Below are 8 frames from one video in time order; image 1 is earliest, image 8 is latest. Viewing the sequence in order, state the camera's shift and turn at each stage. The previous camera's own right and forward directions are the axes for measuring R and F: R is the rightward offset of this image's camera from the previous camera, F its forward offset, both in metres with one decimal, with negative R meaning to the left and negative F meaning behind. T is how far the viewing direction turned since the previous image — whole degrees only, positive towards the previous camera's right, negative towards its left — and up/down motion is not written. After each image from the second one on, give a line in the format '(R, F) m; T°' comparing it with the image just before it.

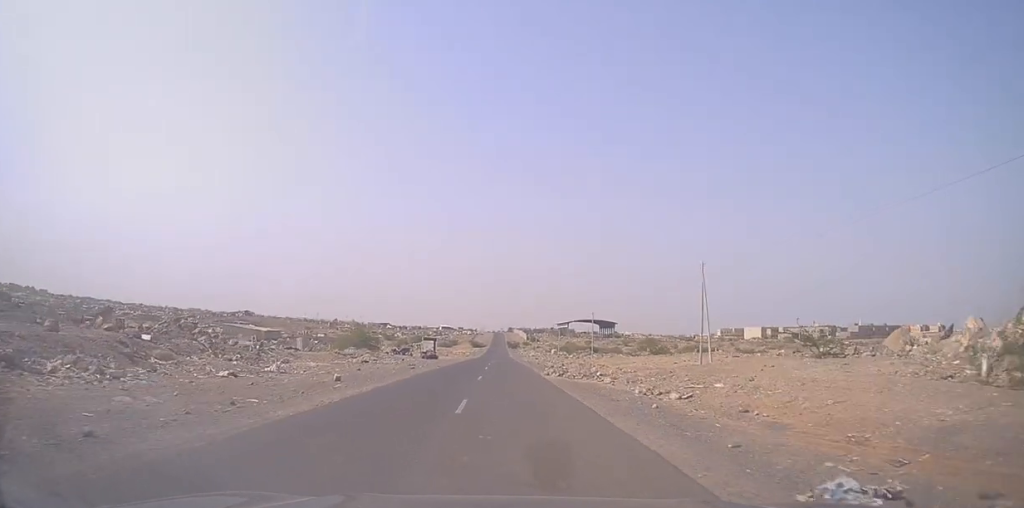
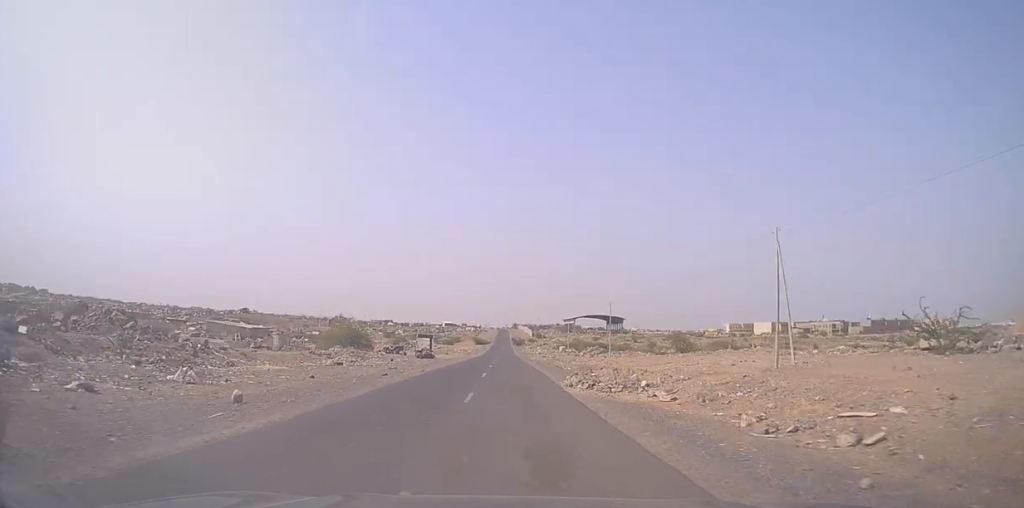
(-0.1, +9.8) m; 0°
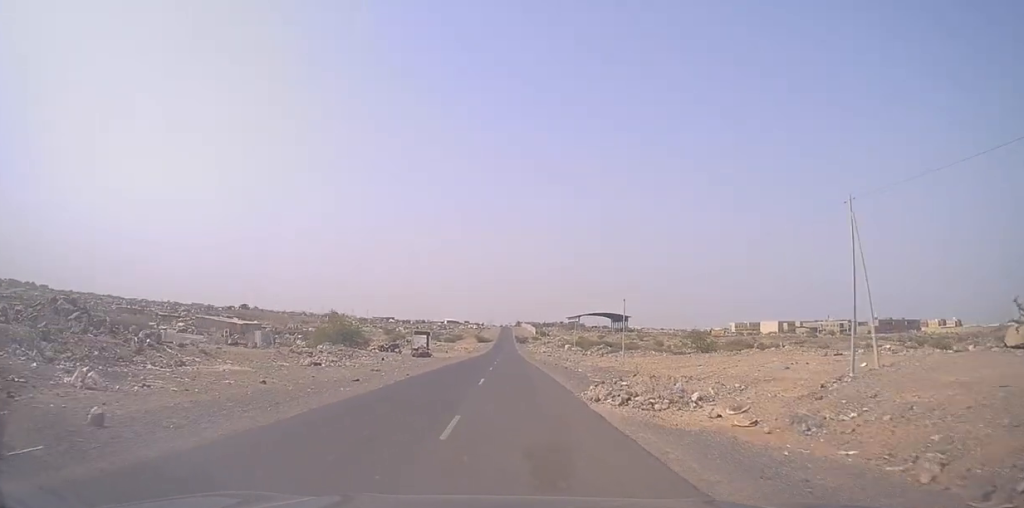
(+0.1, +6.0) m; -1°
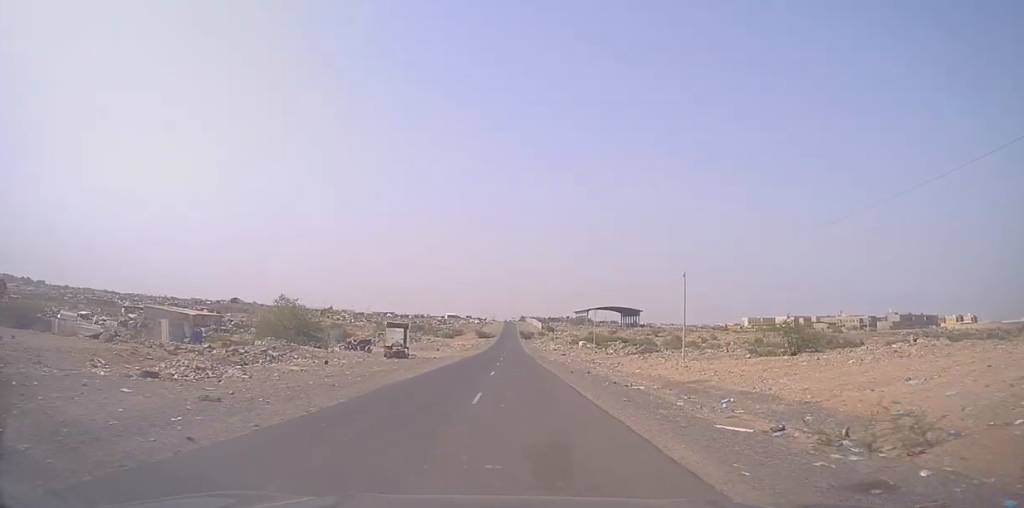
(-0.5, +19.4) m; -3°
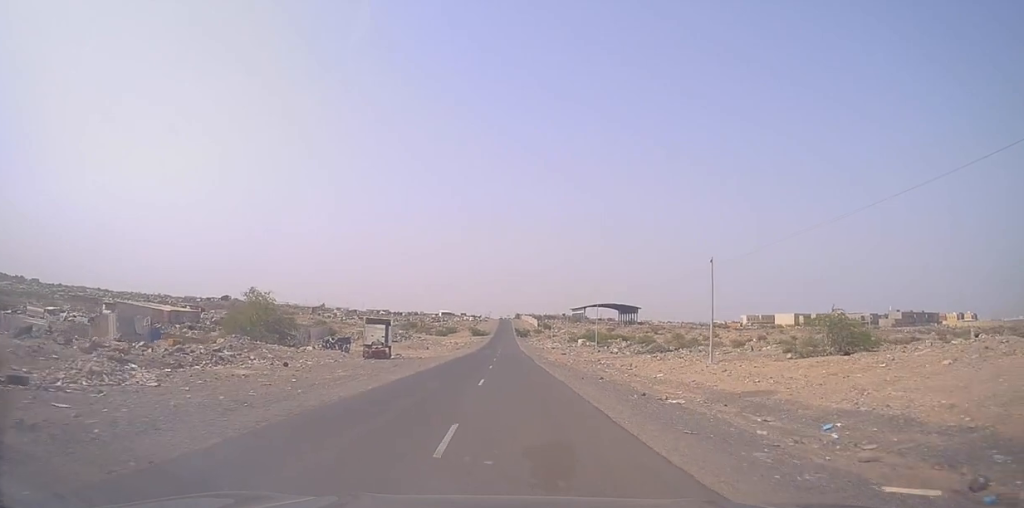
(0.0, +6.5) m; +1°
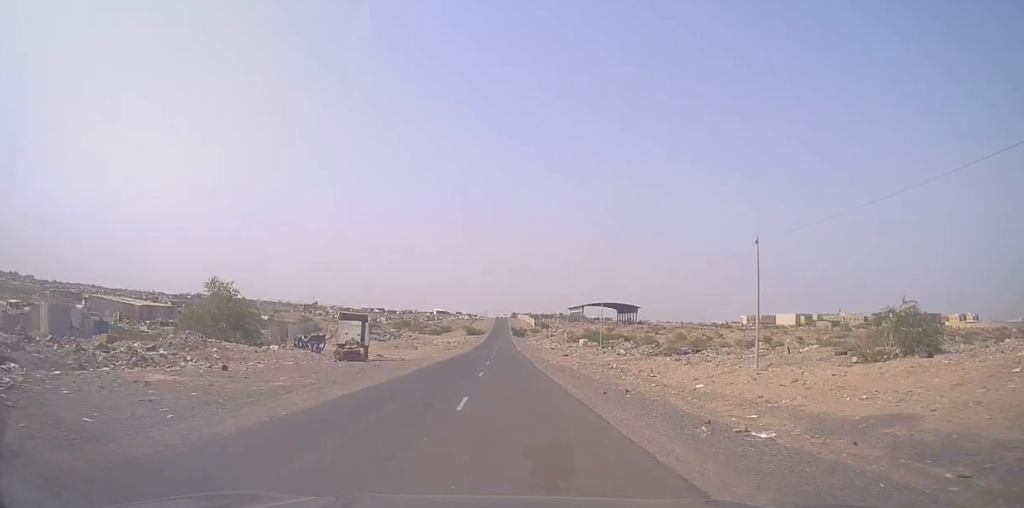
(-0.1, +6.9) m; +1°
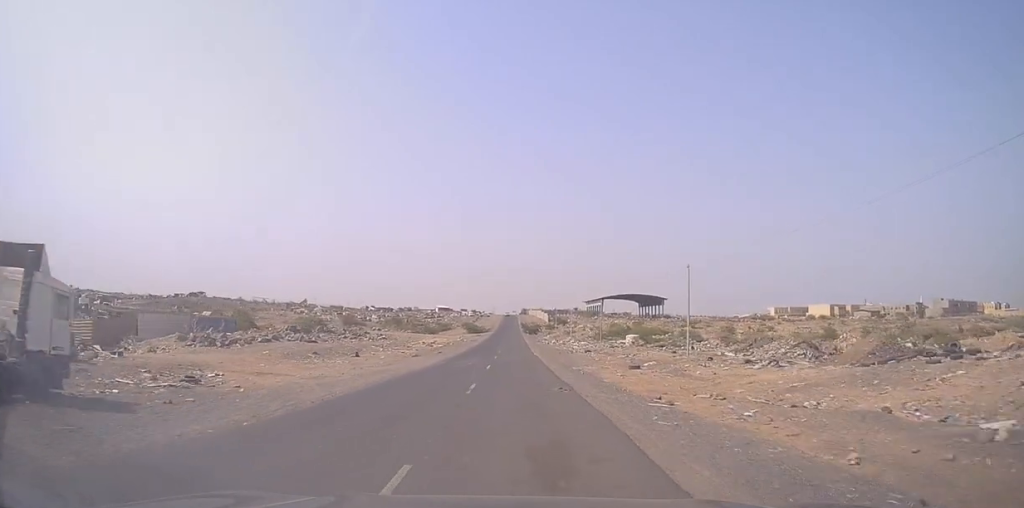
(+0.7, +33.0) m; +1°
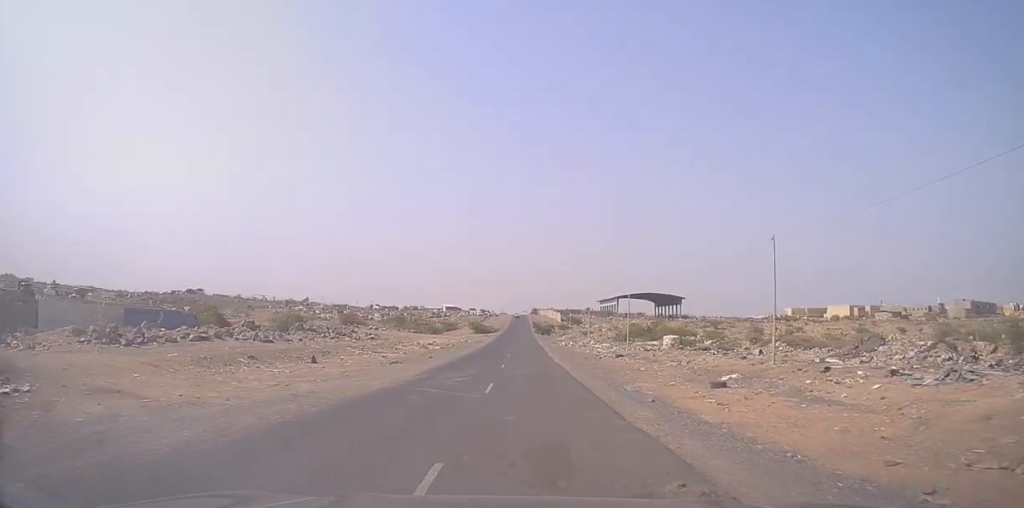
(+0.1, +11.9) m; -1°
